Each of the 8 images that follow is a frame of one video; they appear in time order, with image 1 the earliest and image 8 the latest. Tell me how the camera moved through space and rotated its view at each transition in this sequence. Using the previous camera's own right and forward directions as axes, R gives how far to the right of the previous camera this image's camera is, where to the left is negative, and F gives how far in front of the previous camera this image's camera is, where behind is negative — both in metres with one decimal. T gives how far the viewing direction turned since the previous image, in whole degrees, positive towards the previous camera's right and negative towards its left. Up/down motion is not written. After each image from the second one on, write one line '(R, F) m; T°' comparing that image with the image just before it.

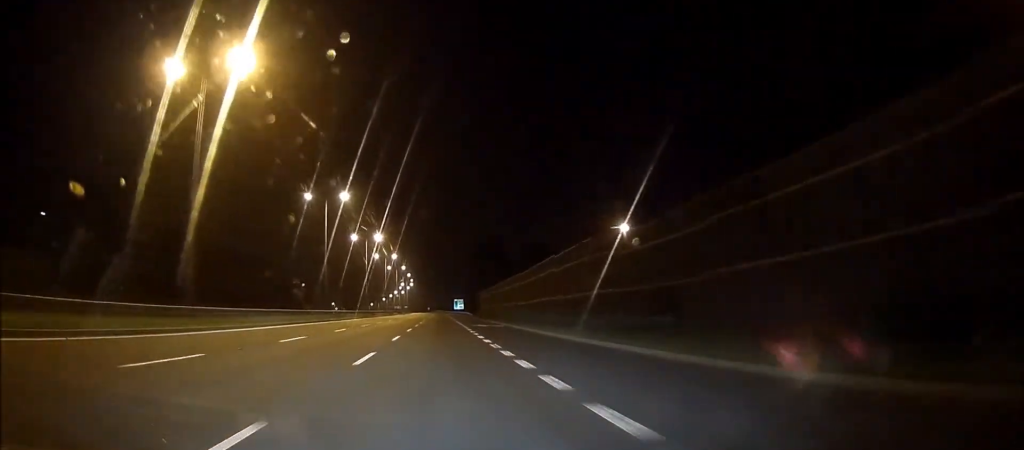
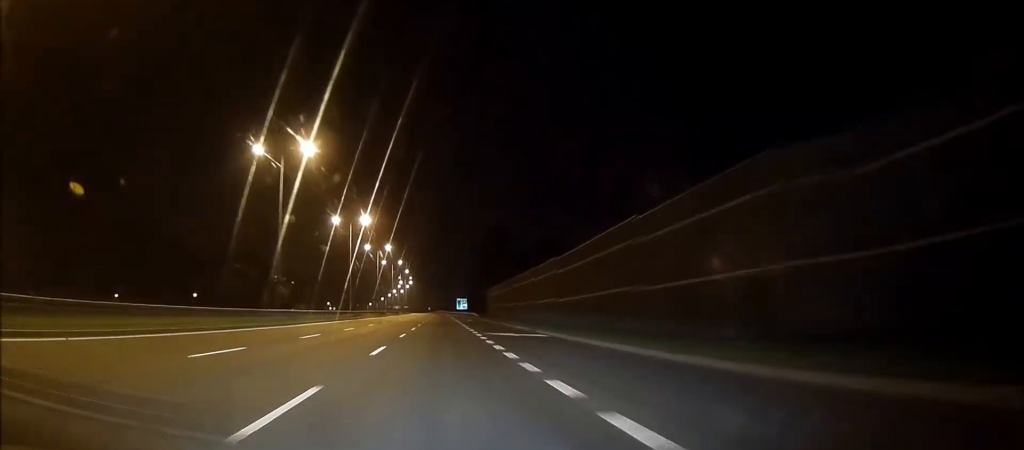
(0.0, +20.5) m; 0°
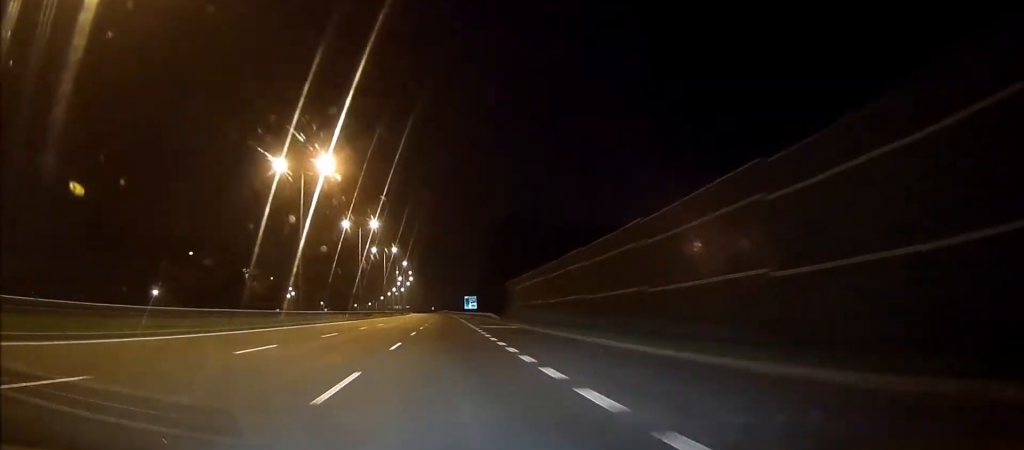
(+0.1, +33.2) m; 0°
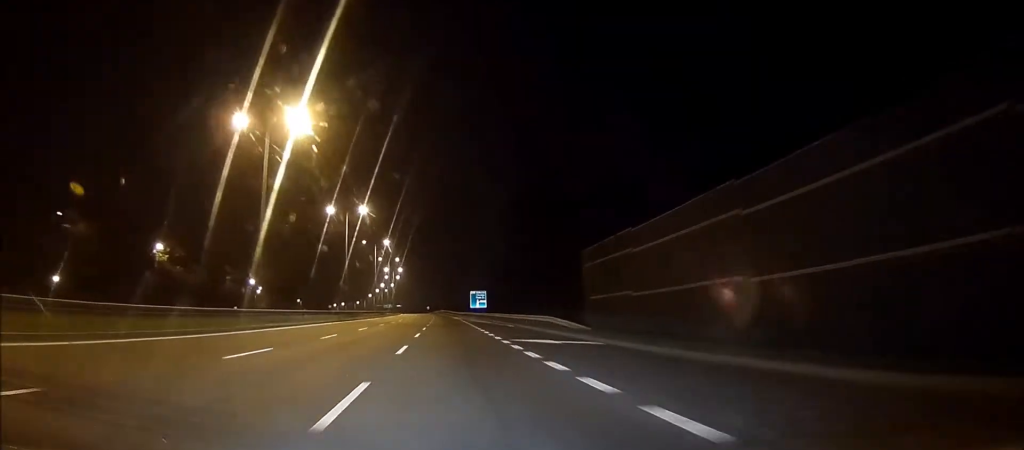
(-0.1, +48.9) m; 0°
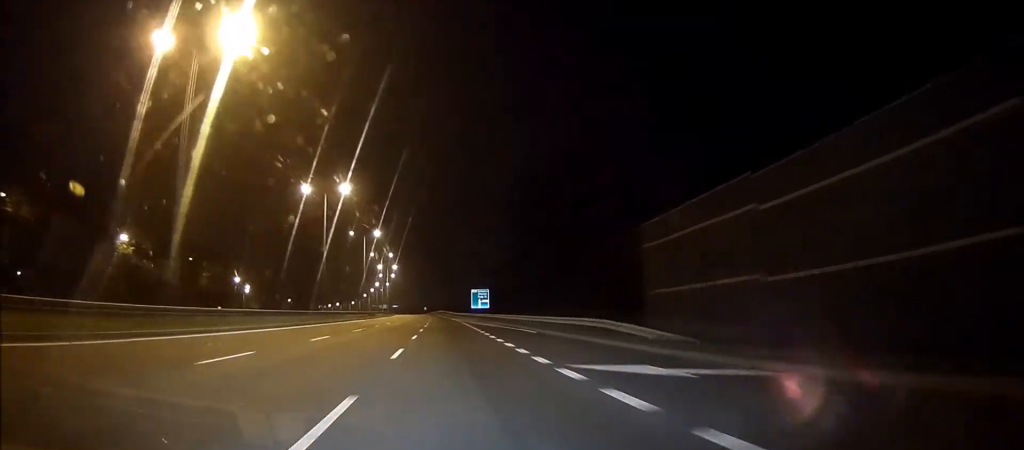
(0.0, +13.7) m; 0°
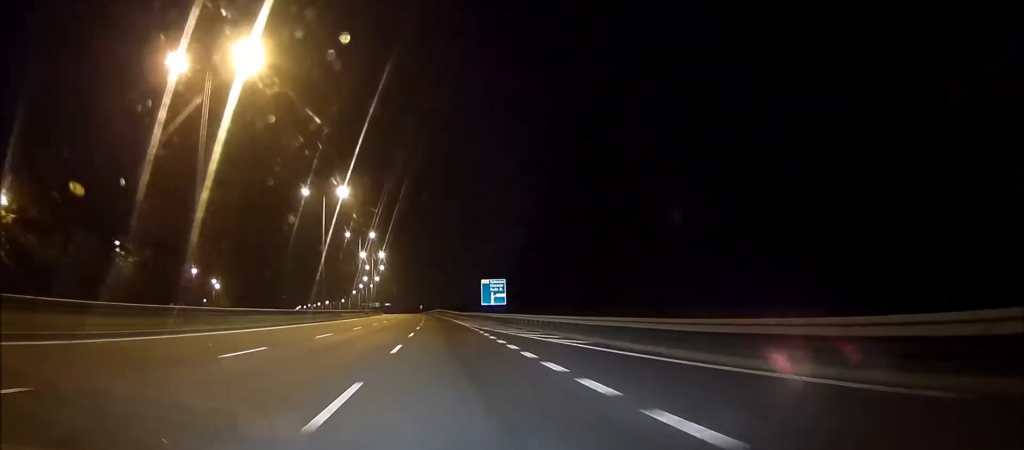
(0.0, +34.2) m; 0°
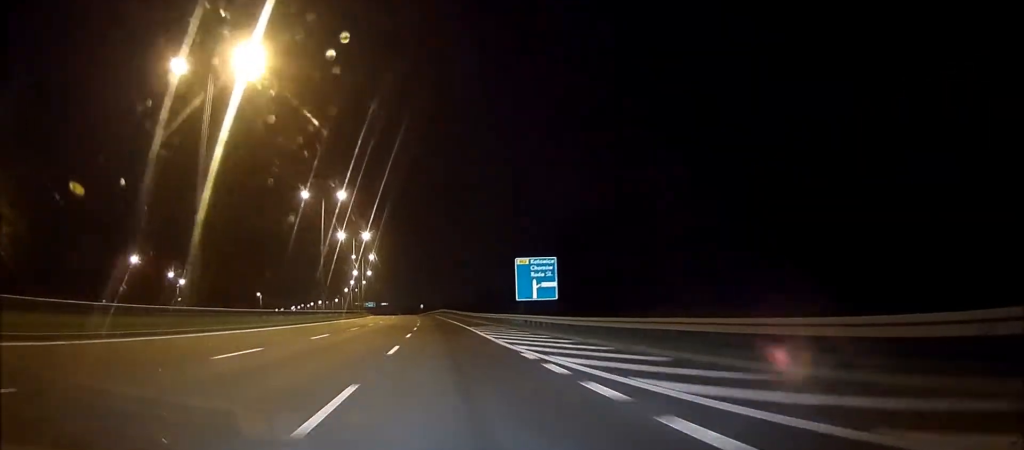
(-0.3, +36.0) m; -1°
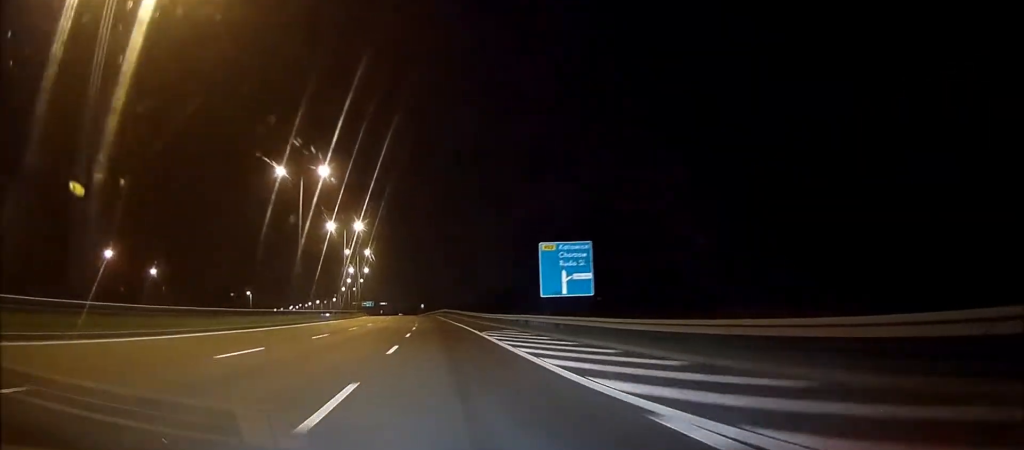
(-0.1, +11.7) m; 0°
